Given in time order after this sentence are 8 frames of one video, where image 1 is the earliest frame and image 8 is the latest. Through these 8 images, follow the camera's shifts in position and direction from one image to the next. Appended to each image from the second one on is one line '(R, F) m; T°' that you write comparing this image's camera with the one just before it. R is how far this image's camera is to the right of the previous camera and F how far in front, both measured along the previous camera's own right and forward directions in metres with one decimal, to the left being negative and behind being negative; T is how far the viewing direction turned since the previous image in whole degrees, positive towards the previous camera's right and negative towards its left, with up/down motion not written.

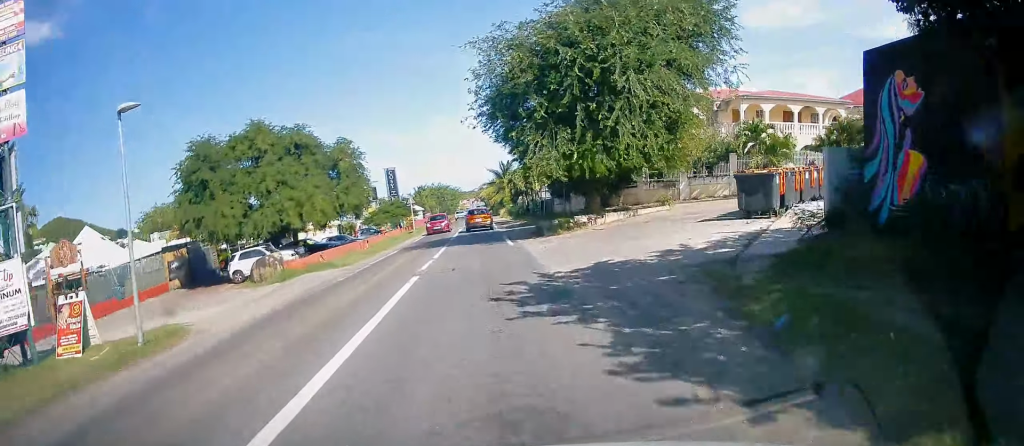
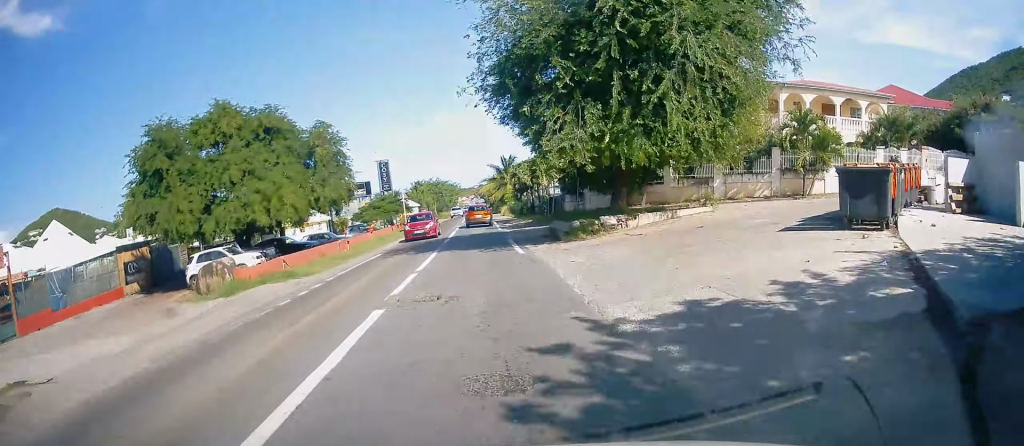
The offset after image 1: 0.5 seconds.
(-0.1, +5.1) m; 0°
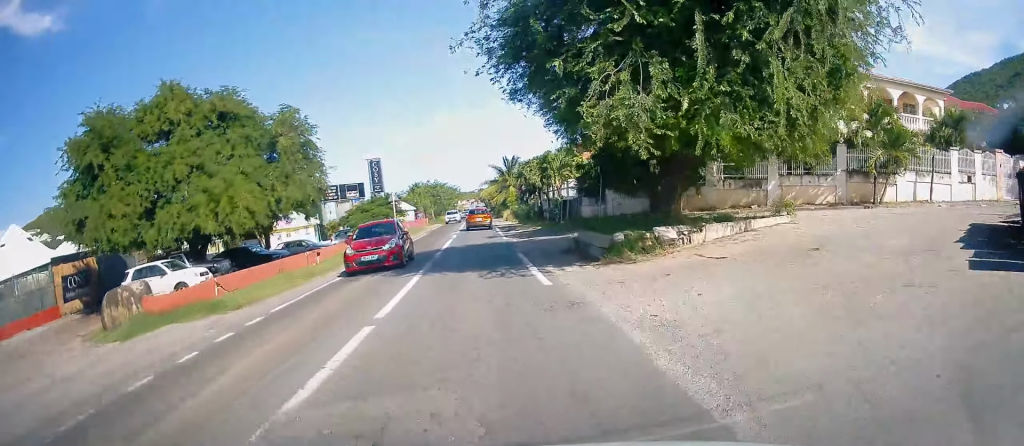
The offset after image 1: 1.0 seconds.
(+0.2, +5.8) m; +1°
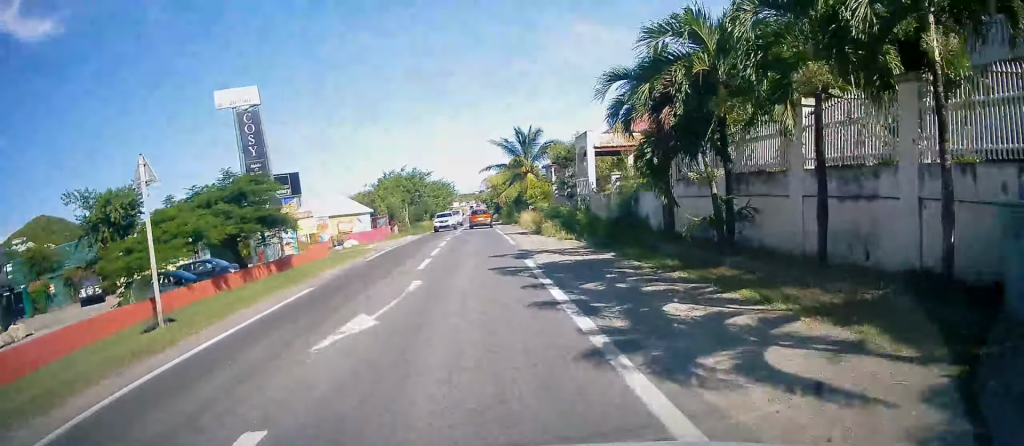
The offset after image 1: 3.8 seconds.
(+0.4, +31.0) m; 0°
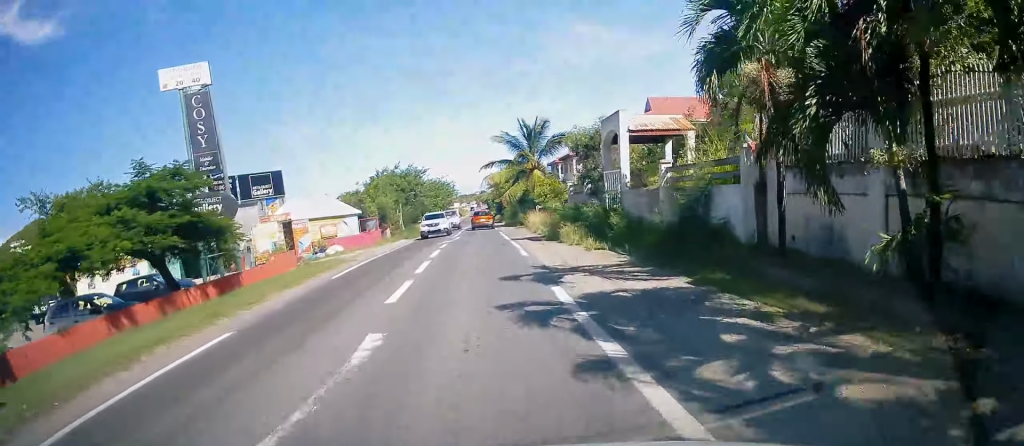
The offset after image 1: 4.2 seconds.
(0.0, +5.1) m; 0°
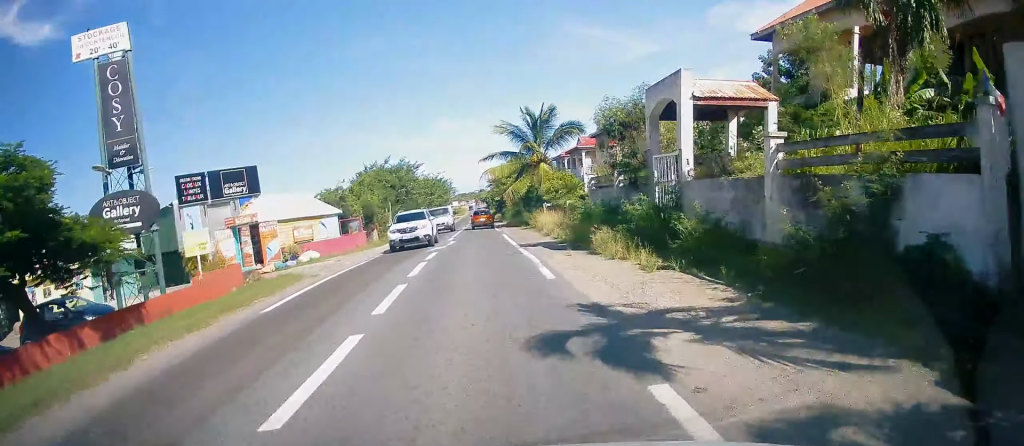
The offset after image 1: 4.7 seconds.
(0.0, +5.5) m; 0°
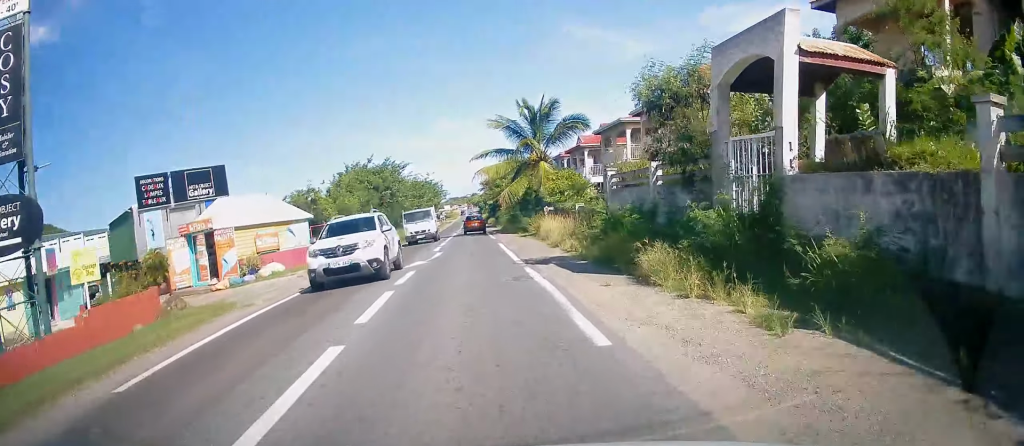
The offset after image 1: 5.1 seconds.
(0.0, +4.8) m; 0°
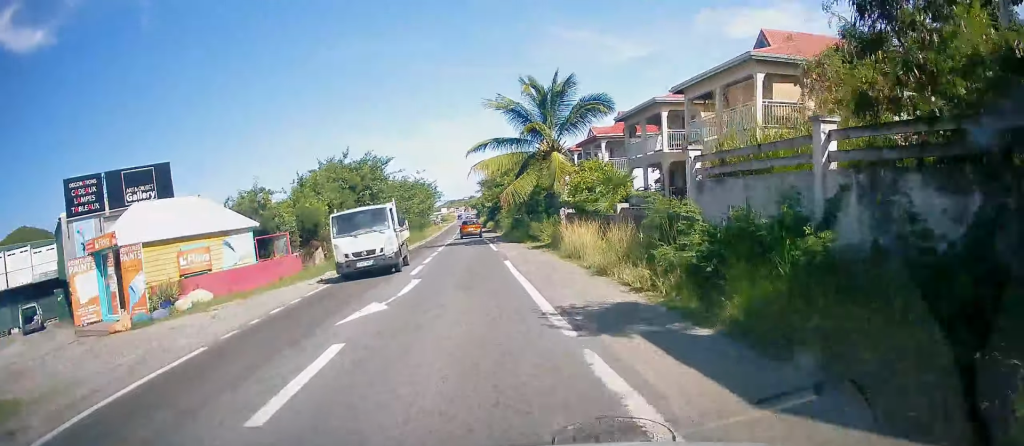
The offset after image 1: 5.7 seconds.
(0.0, +7.7) m; -1°
